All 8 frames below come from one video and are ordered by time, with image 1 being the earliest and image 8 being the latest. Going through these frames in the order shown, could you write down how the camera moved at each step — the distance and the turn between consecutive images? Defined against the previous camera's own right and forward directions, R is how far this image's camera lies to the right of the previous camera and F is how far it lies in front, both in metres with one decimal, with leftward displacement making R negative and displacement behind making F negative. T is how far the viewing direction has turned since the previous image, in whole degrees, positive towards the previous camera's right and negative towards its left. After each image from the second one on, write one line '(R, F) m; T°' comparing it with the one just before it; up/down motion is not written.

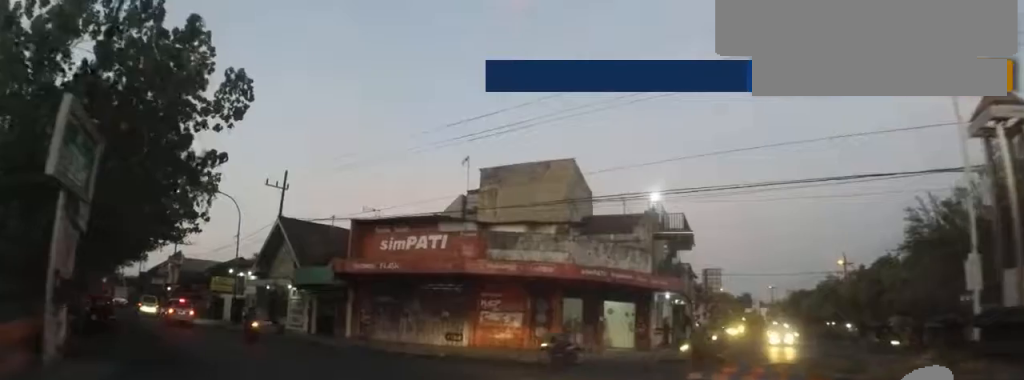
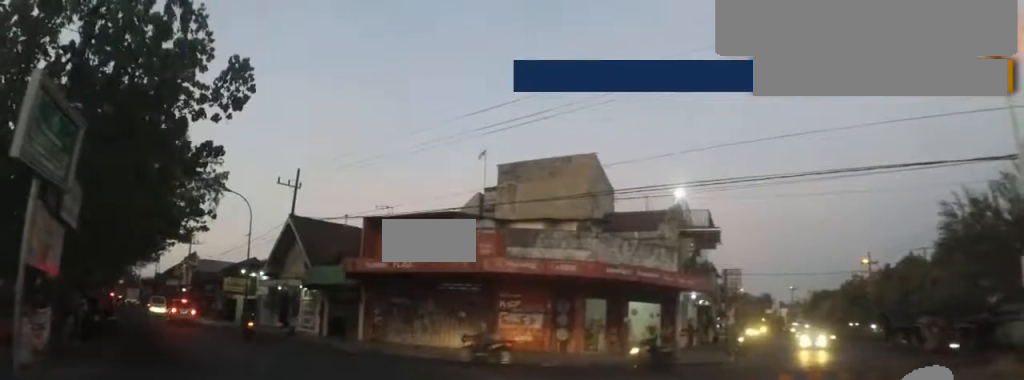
(0.0, +0.9) m; -6°
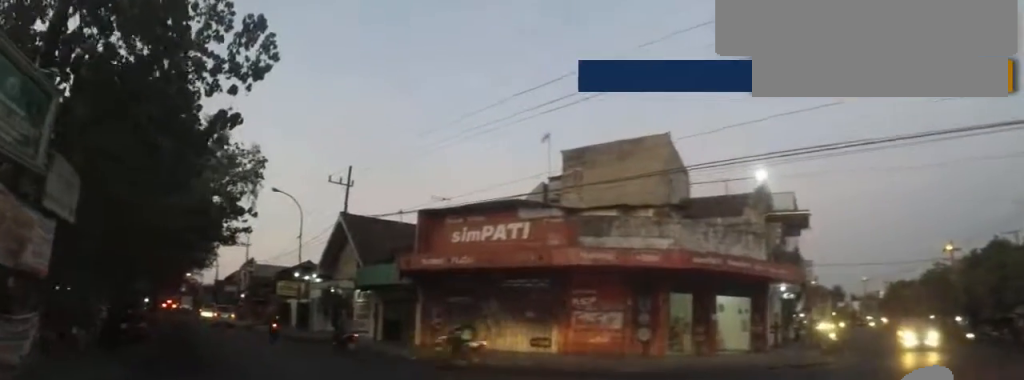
(-0.4, +2.4) m; -13°
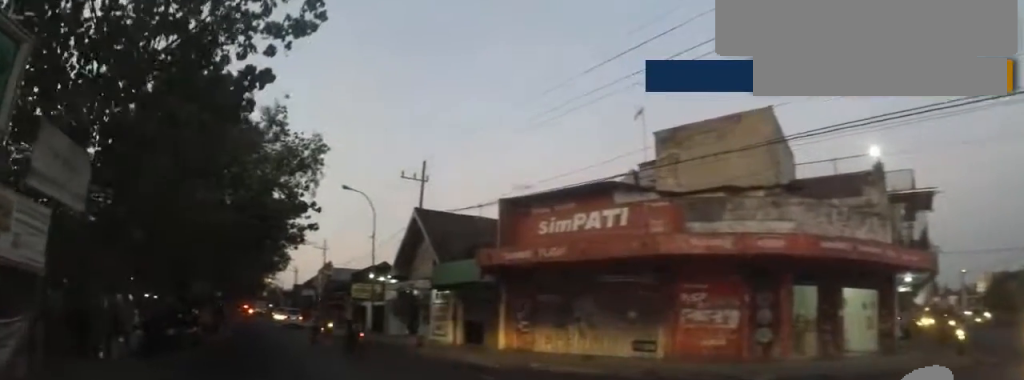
(-0.2, +2.5) m; -3°
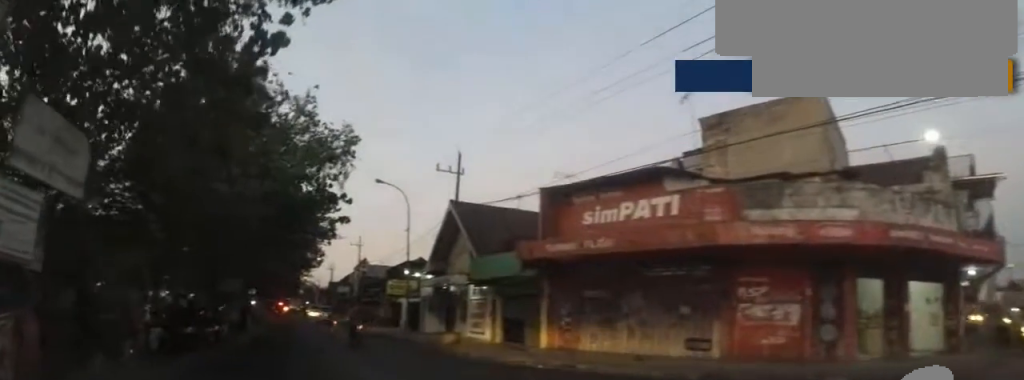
(0.0, +1.1) m; -5°
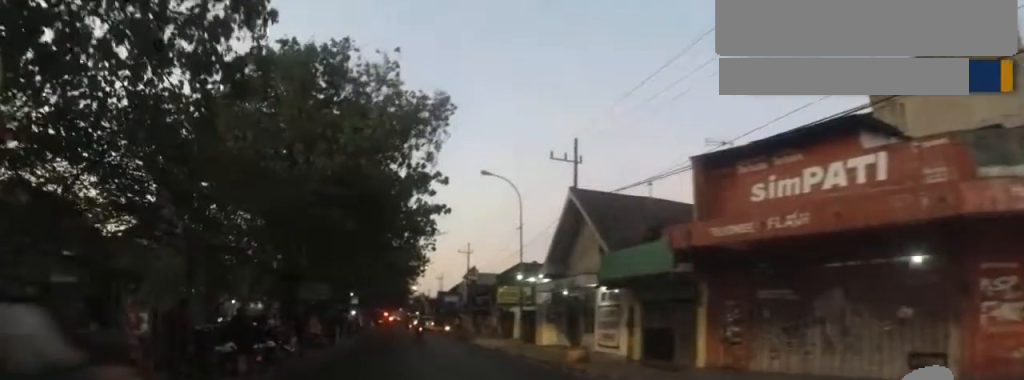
(-1.5, +4.4) m; -14°
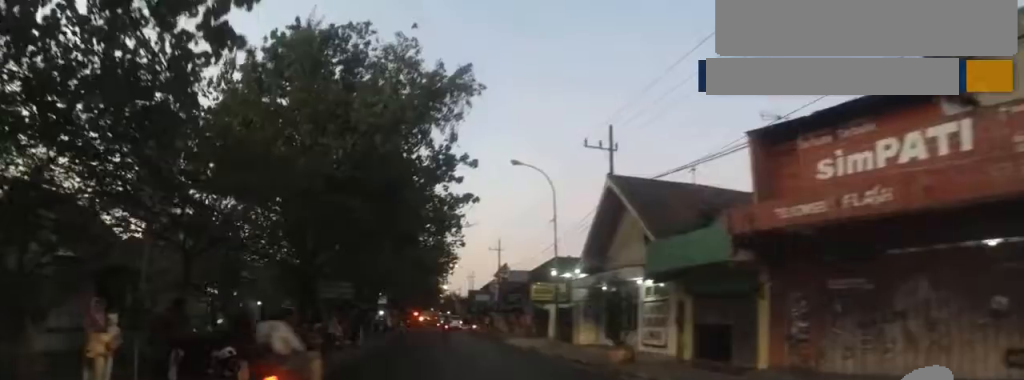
(+0.5, +1.9) m; +1°
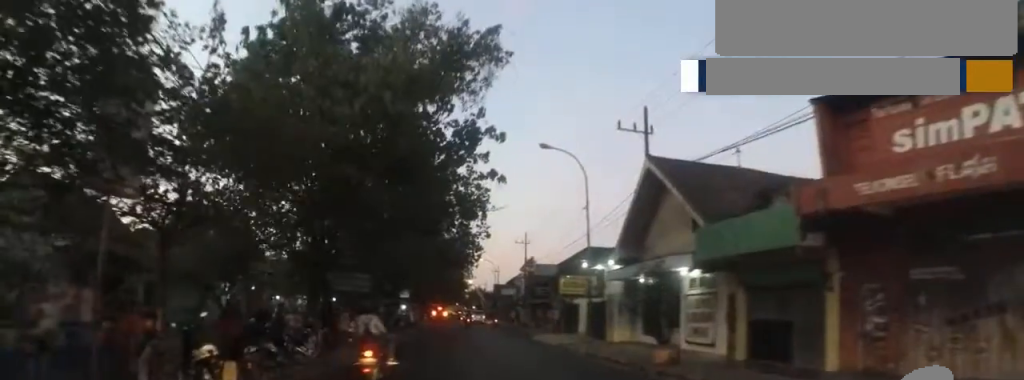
(+0.5, +1.9) m; +1°
